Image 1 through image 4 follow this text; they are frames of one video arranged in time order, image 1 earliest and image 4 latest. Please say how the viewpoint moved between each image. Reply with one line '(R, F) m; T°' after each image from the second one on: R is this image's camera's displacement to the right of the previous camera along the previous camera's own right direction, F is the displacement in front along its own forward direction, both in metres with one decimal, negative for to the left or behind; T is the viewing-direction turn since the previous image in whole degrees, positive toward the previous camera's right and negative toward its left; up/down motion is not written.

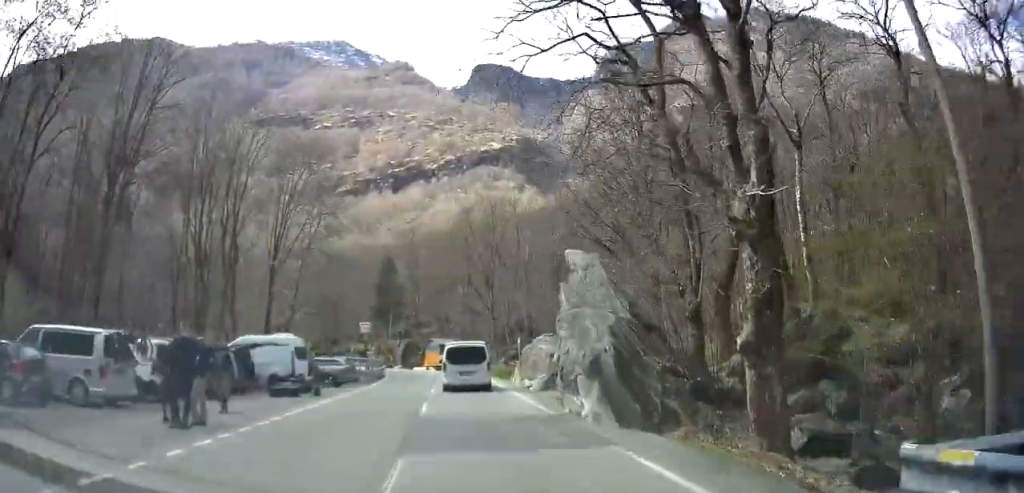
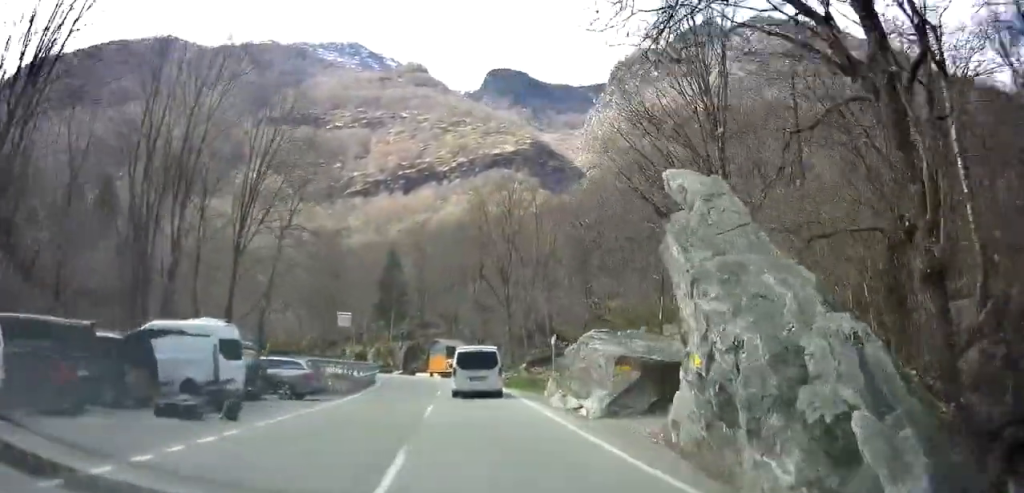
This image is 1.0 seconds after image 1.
(-0.3, +8.5) m; -3°
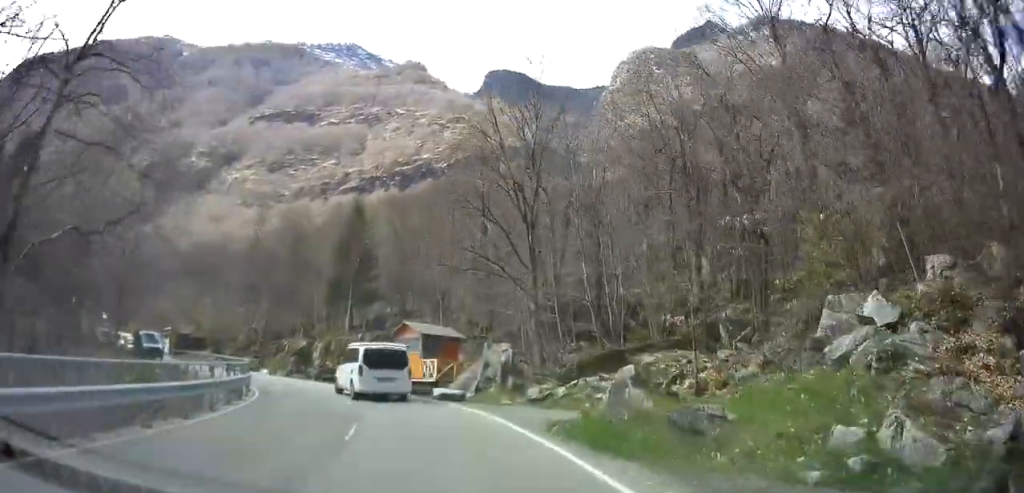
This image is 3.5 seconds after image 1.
(+1.3, +23.5) m; 0°
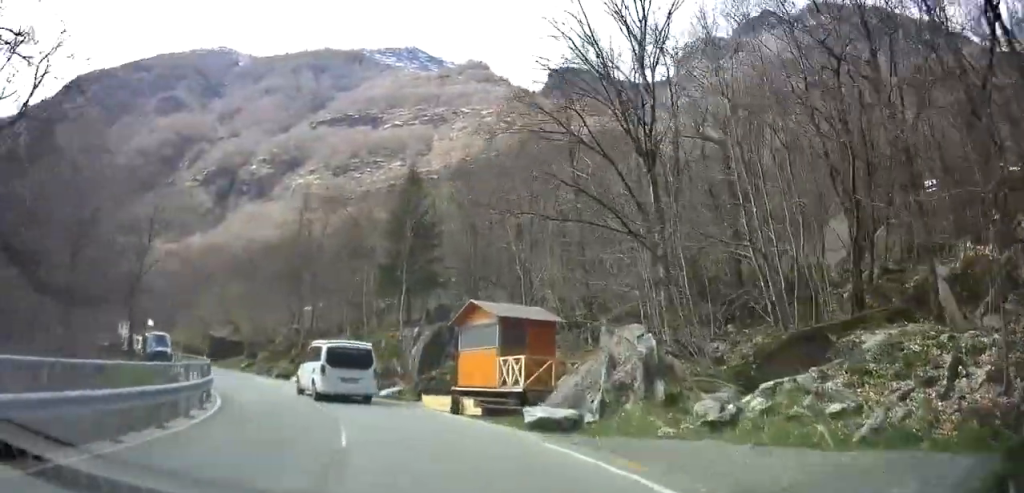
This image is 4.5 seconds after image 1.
(-0.9, +10.3) m; -11°
